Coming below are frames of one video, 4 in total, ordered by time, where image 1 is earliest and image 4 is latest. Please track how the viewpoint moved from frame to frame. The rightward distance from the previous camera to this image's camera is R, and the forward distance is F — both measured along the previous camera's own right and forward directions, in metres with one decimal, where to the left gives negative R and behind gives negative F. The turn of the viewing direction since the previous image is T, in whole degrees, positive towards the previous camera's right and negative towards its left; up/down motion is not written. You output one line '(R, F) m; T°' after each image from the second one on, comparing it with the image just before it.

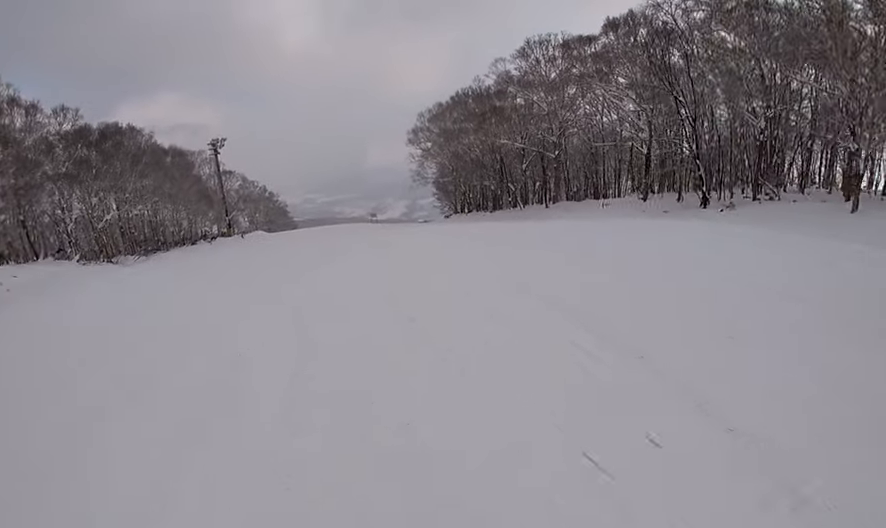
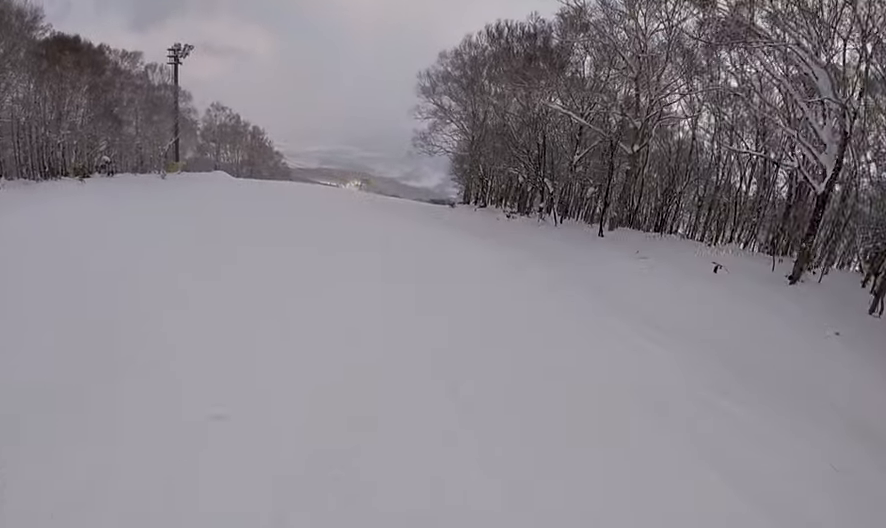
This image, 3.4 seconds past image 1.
(+4.1, +20.9) m; +3°
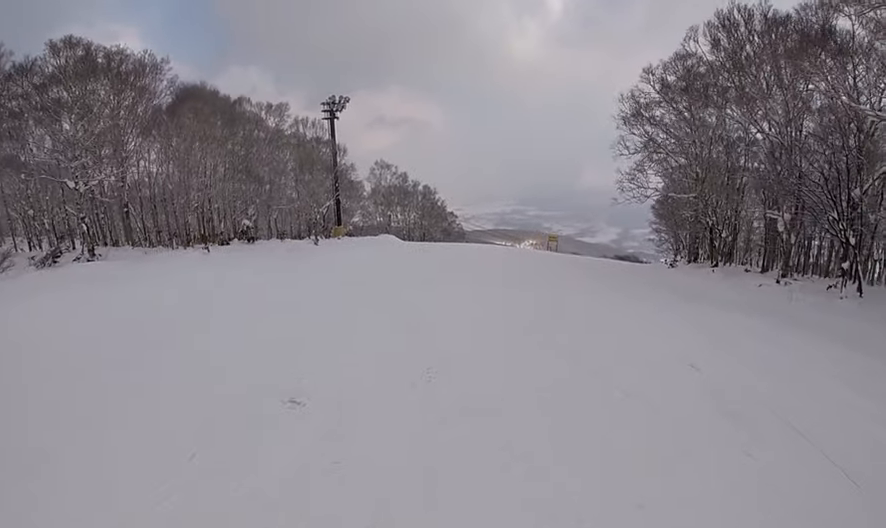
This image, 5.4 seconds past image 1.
(-0.6, +10.8) m; -17°
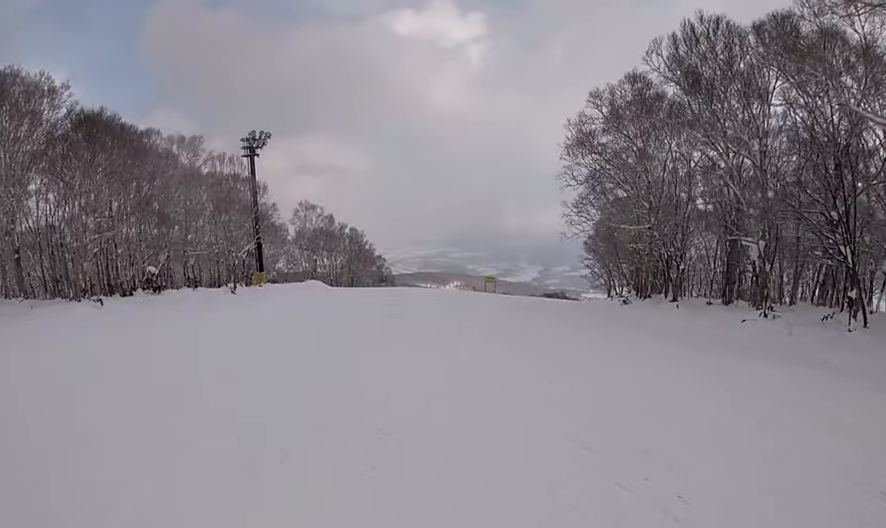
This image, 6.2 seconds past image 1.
(-1.2, +4.5) m; 0°
